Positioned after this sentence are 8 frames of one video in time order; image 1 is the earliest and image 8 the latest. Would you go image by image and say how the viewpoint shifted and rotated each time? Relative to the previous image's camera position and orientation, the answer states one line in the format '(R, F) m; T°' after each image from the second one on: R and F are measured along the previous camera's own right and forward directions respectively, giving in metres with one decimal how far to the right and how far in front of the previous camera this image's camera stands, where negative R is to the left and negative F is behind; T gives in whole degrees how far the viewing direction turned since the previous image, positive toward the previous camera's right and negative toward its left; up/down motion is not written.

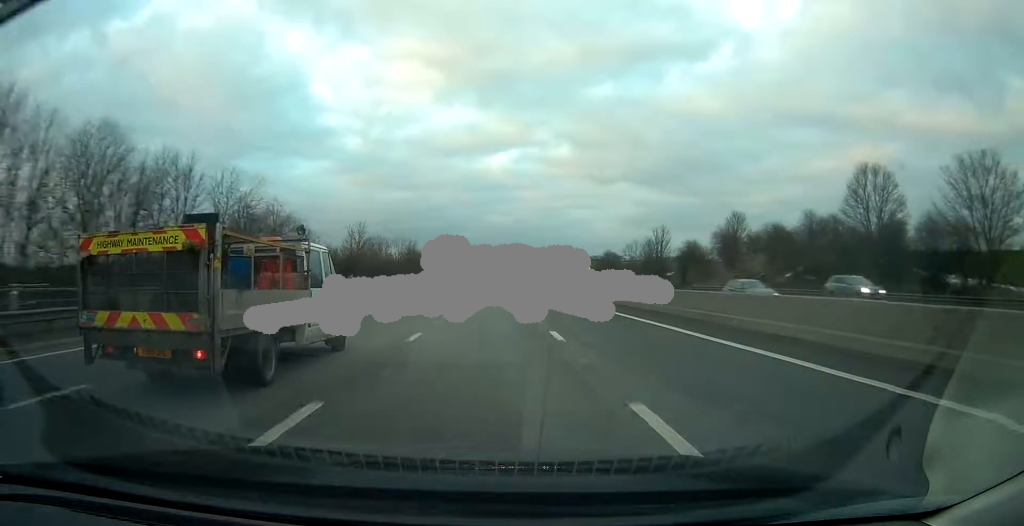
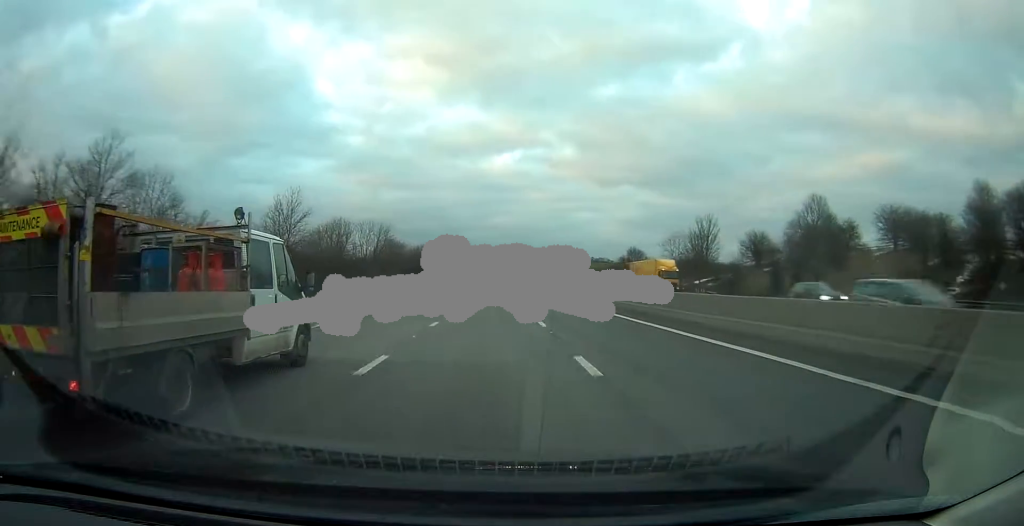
(-0.3, +31.8) m; -1°
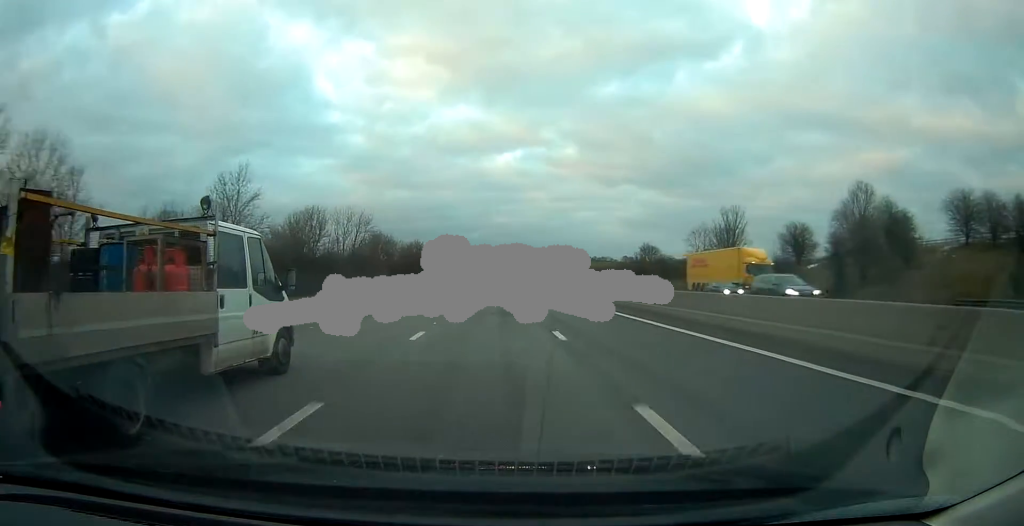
(0.0, +13.2) m; 0°
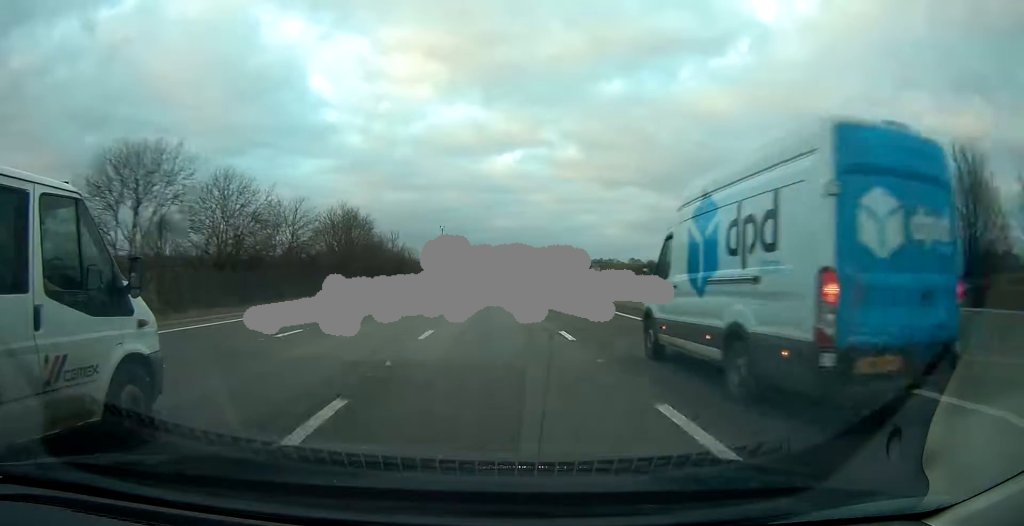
(-0.6, +62.5) m; -1°
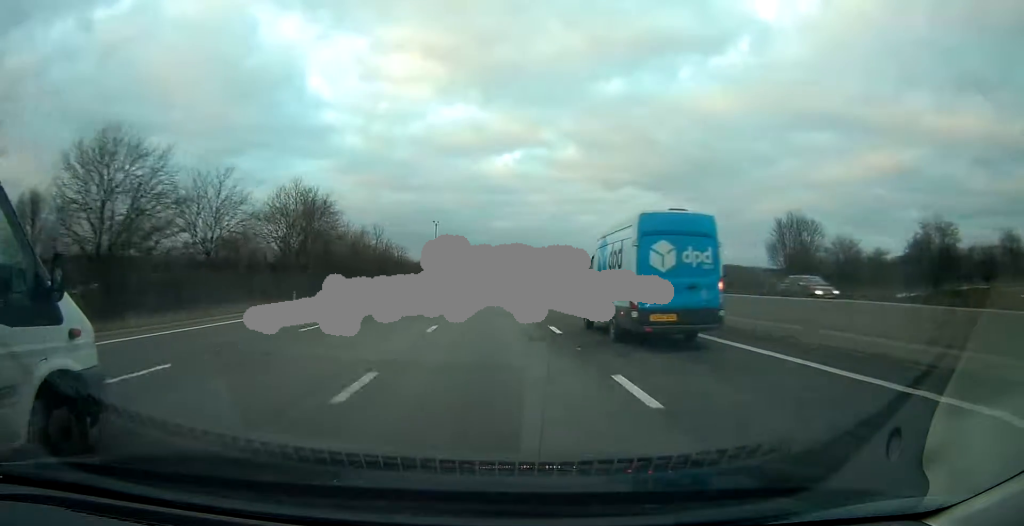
(0.0, +15.0) m; 0°
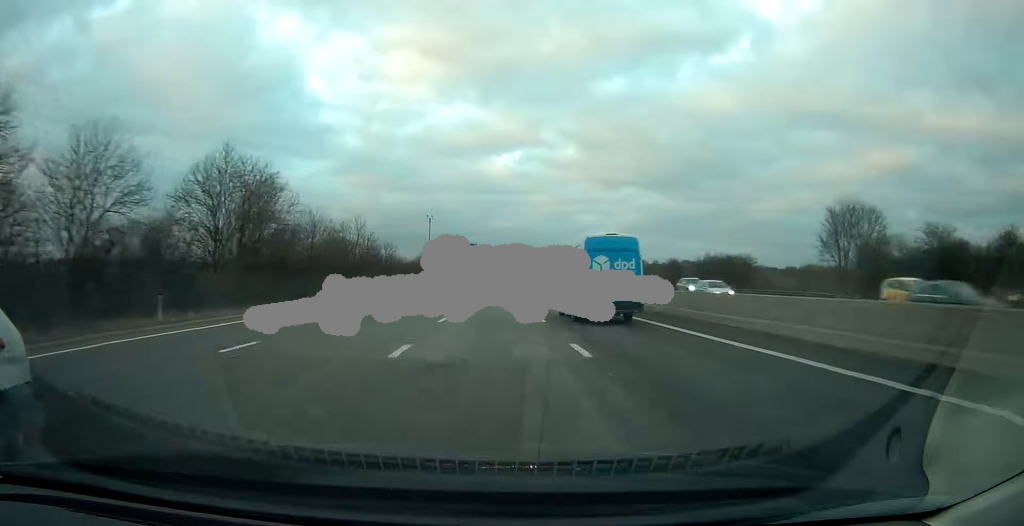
(0.0, +14.0) m; 0°
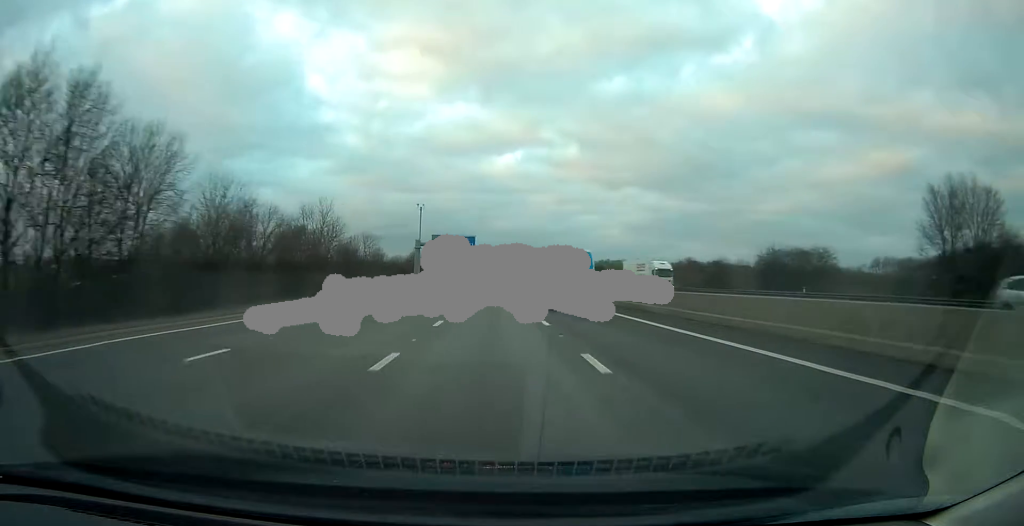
(+0.1, +19.3) m; 0°
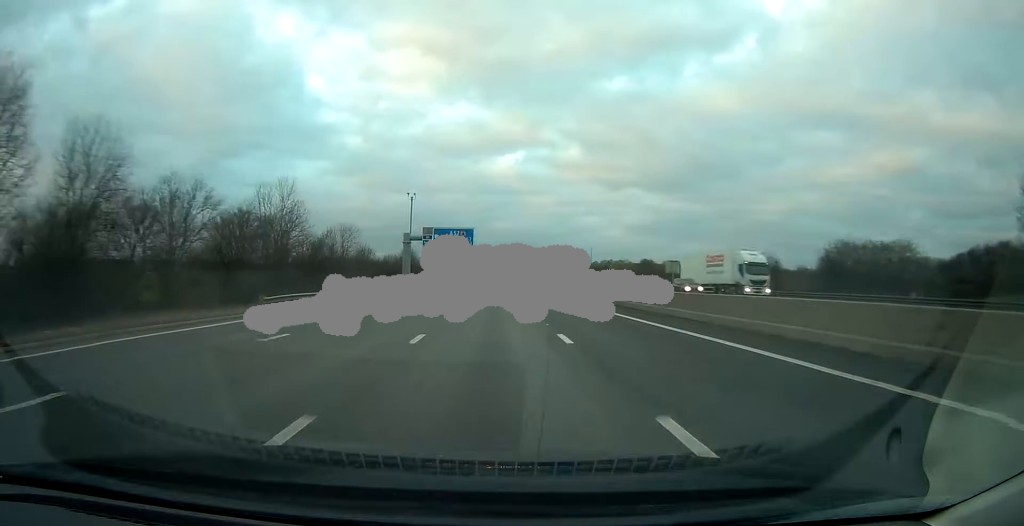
(0.0, +14.1) m; 0°
